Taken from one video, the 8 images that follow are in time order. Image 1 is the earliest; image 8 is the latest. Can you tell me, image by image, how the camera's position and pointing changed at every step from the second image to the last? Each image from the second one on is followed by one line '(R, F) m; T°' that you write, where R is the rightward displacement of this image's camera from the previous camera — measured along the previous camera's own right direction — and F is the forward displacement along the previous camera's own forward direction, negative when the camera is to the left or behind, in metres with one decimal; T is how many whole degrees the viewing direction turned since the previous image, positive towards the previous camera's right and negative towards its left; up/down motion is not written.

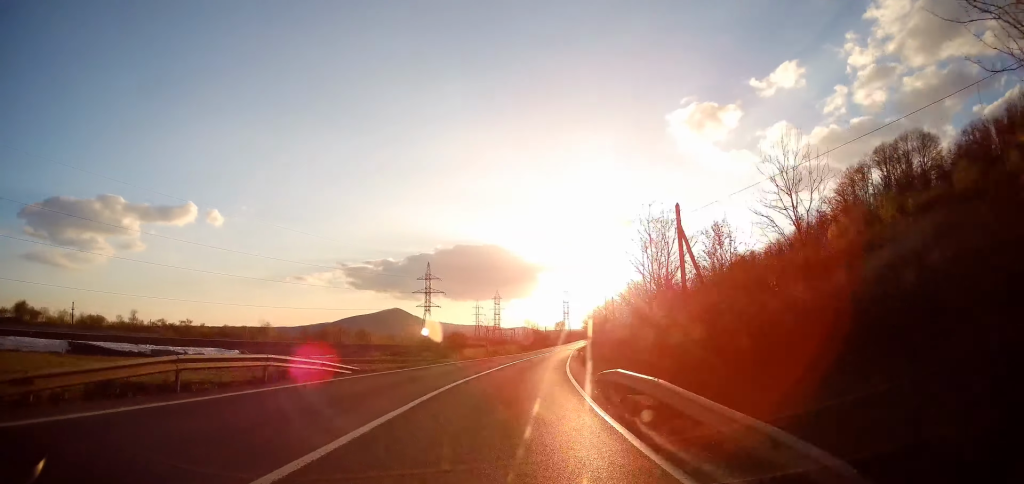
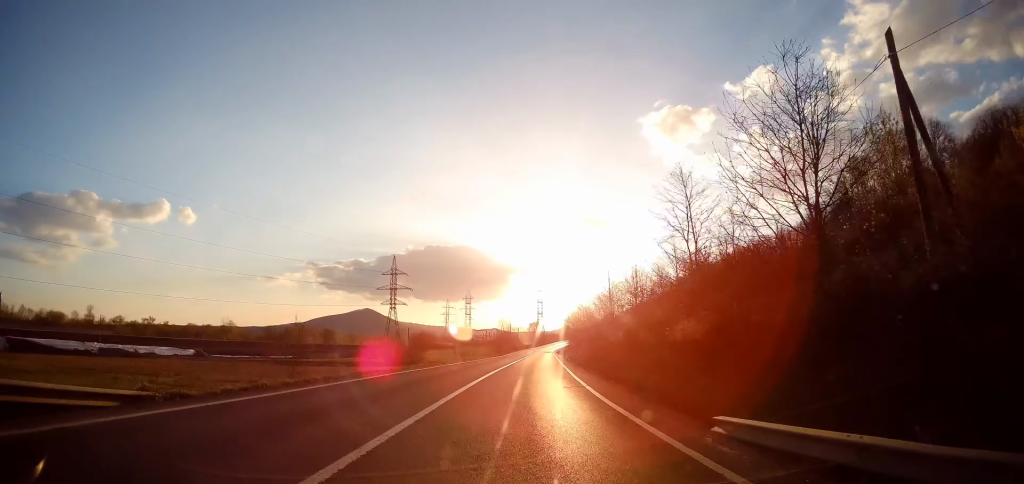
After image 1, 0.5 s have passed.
(+0.6, +12.7) m; +4°
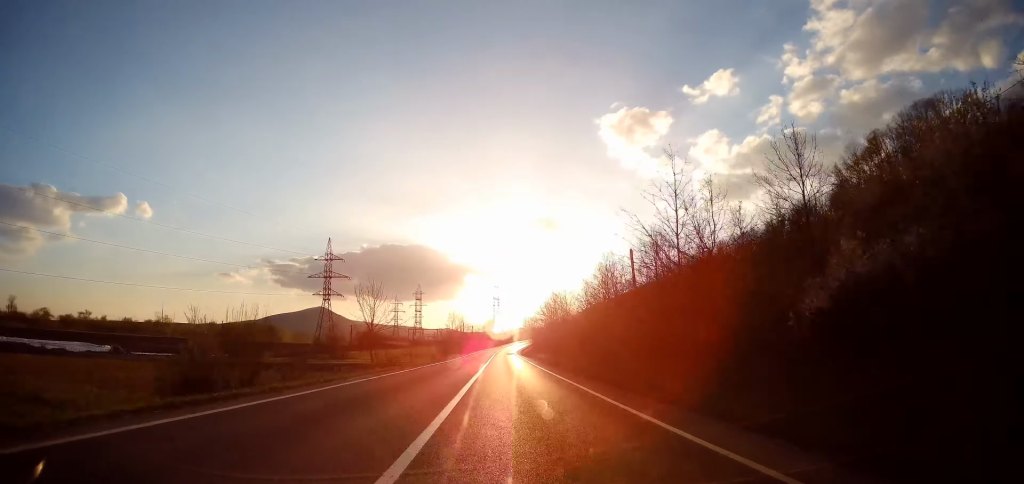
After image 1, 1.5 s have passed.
(+1.2, +22.5) m; +5°
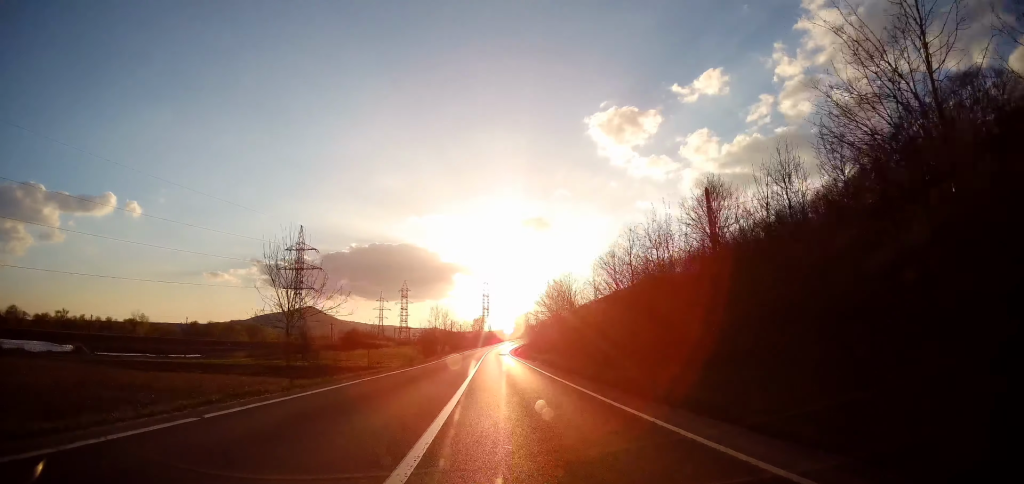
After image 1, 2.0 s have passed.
(+0.3, +13.0) m; +2°
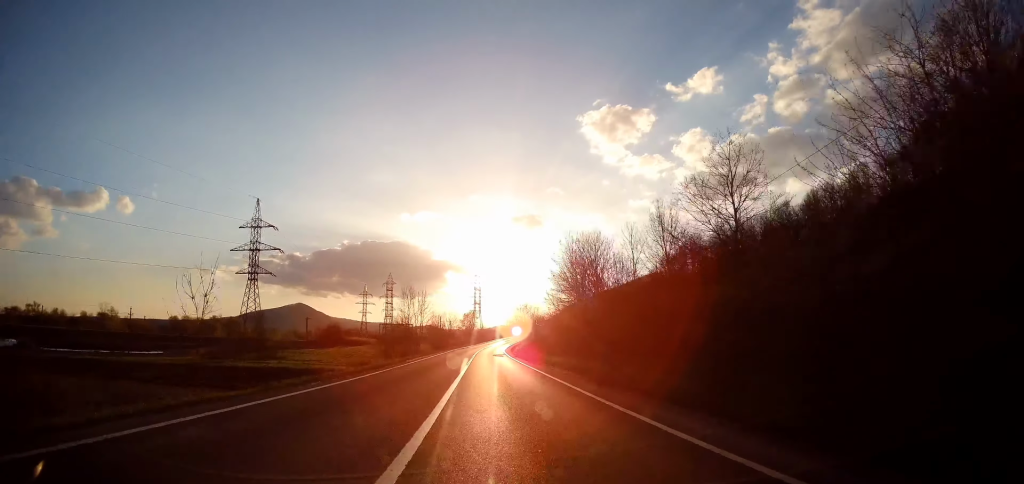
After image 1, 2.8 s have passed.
(+0.5, +19.7) m; +1°
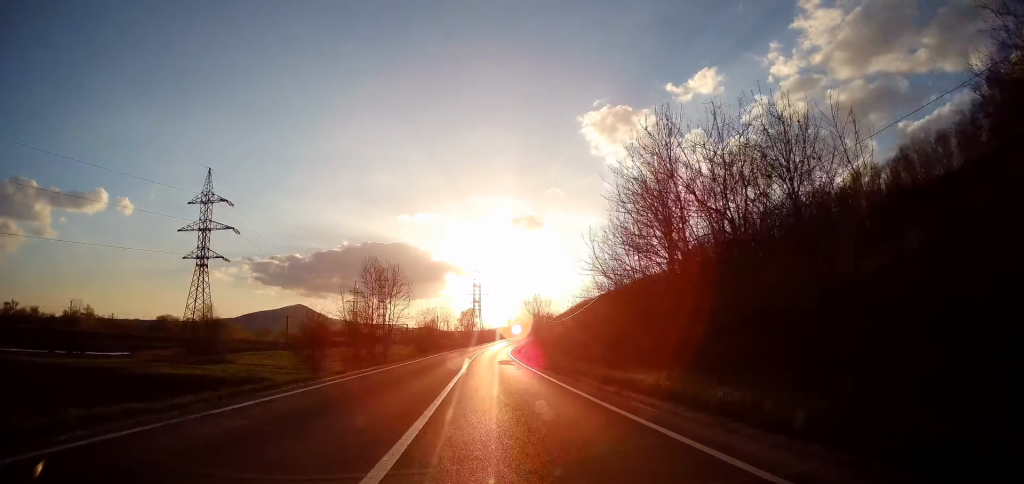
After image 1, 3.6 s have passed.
(+0.1, +19.1) m; +1°
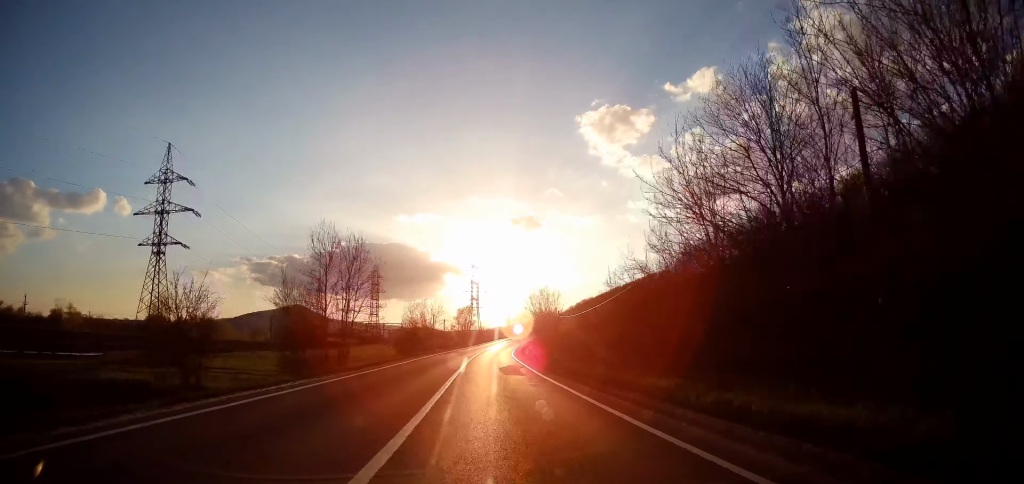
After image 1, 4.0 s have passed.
(-0.1, +11.6) m; +1°
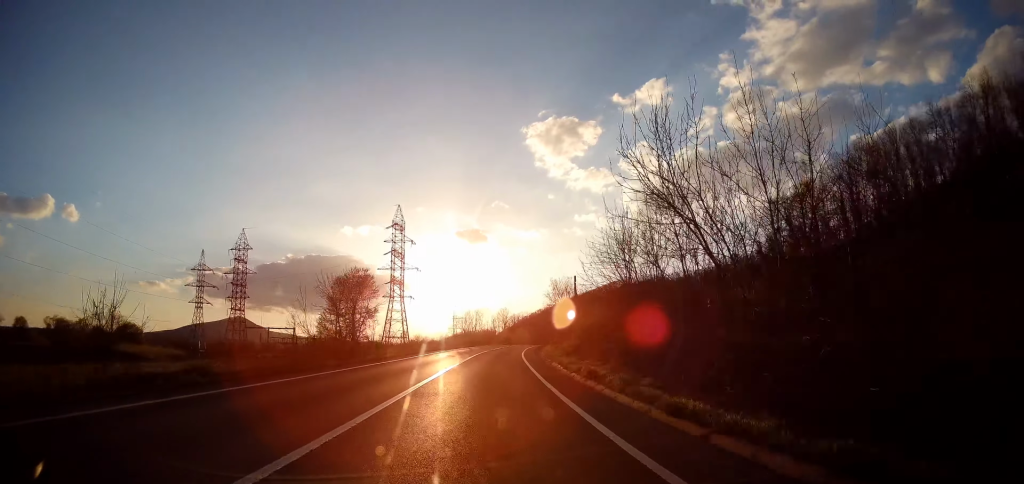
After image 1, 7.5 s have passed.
(+3.0, +87.7) m; +5°
